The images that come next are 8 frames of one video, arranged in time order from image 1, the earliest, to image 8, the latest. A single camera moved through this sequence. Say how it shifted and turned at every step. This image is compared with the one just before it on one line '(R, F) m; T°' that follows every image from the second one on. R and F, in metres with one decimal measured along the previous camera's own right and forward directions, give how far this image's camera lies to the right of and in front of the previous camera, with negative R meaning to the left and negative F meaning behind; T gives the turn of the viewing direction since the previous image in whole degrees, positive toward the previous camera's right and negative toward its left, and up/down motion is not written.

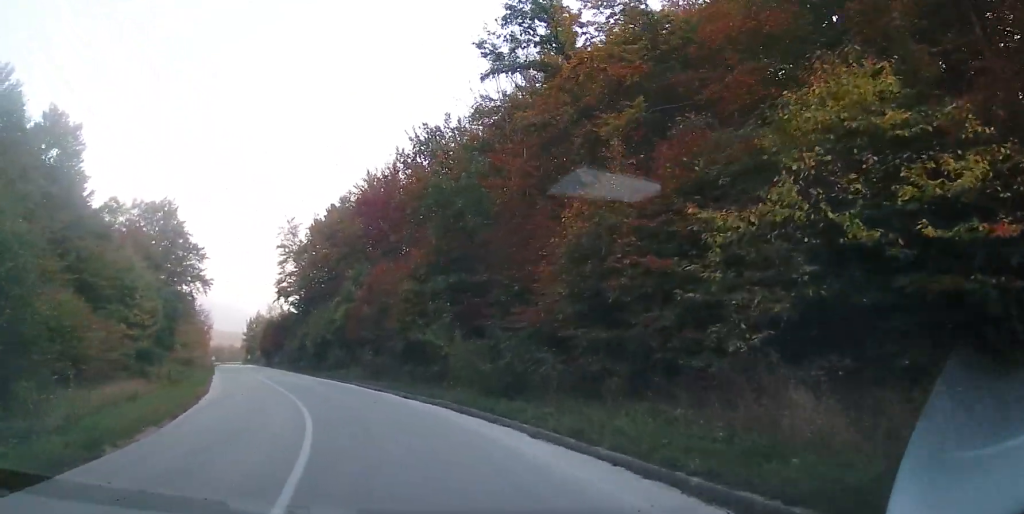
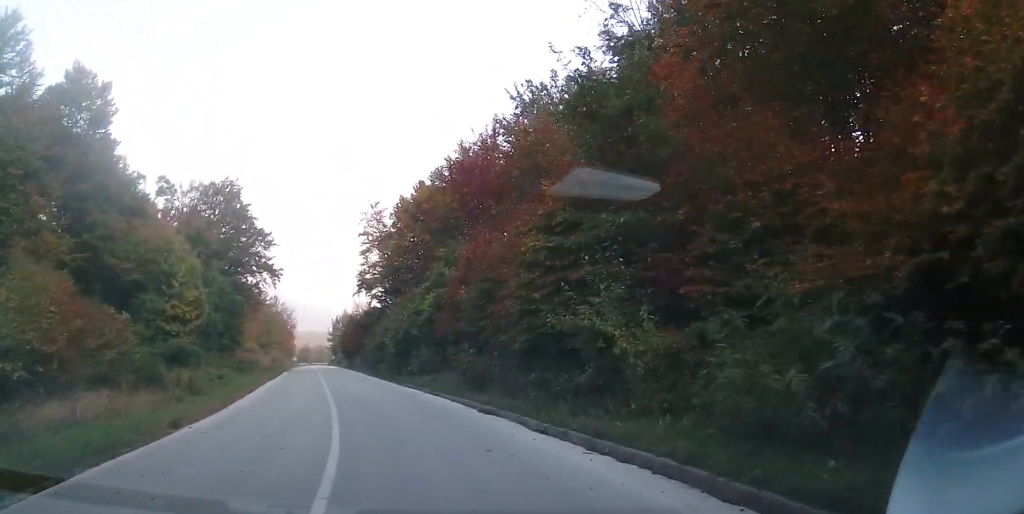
(0.0, +9.3) m; -9°
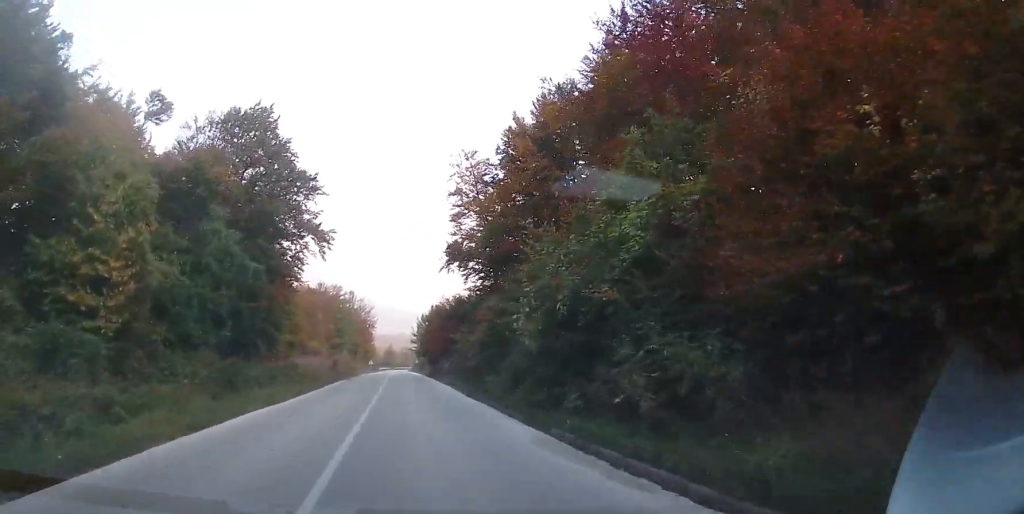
(-3.0, +18.4) m; -9°
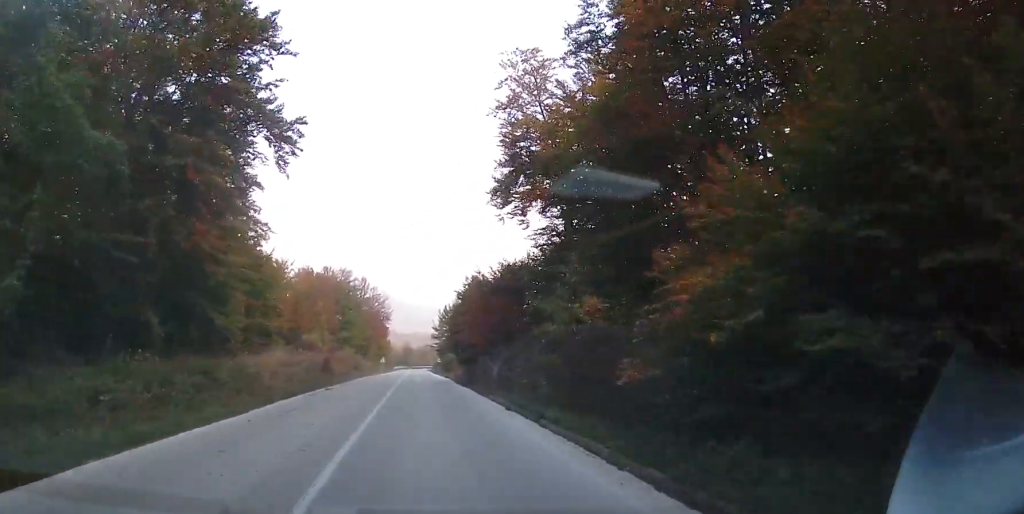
(+0.1, +18.2) m; 0°
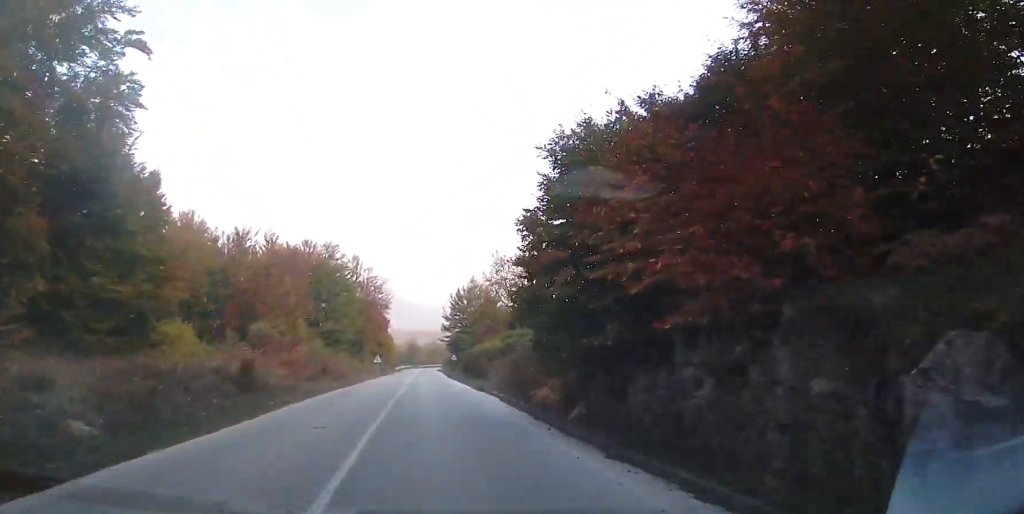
(-0.1, +23.7) m; 0°
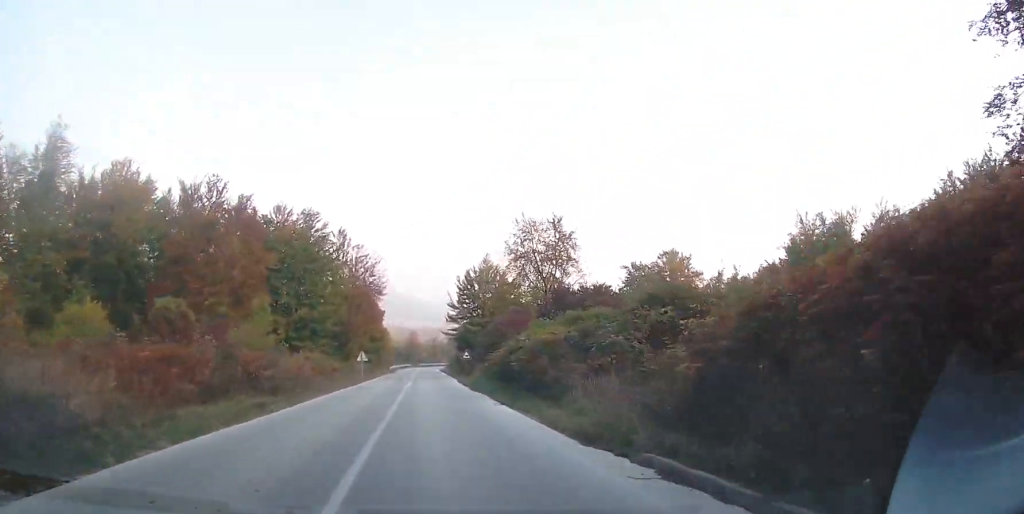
(+0.1, +17.1) m; +3°
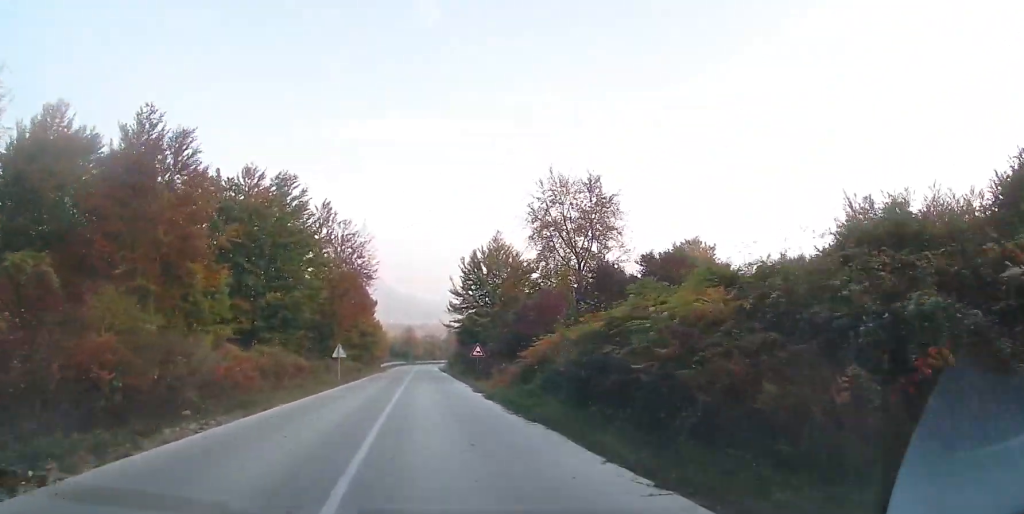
(+0.5, +11.4) m; +2°
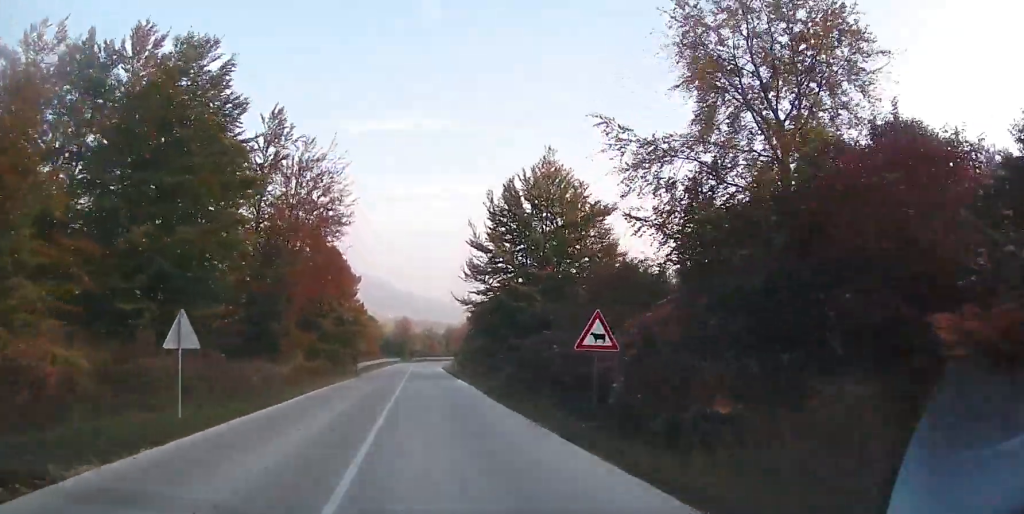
(+0.8, +23.5) m; +1°
